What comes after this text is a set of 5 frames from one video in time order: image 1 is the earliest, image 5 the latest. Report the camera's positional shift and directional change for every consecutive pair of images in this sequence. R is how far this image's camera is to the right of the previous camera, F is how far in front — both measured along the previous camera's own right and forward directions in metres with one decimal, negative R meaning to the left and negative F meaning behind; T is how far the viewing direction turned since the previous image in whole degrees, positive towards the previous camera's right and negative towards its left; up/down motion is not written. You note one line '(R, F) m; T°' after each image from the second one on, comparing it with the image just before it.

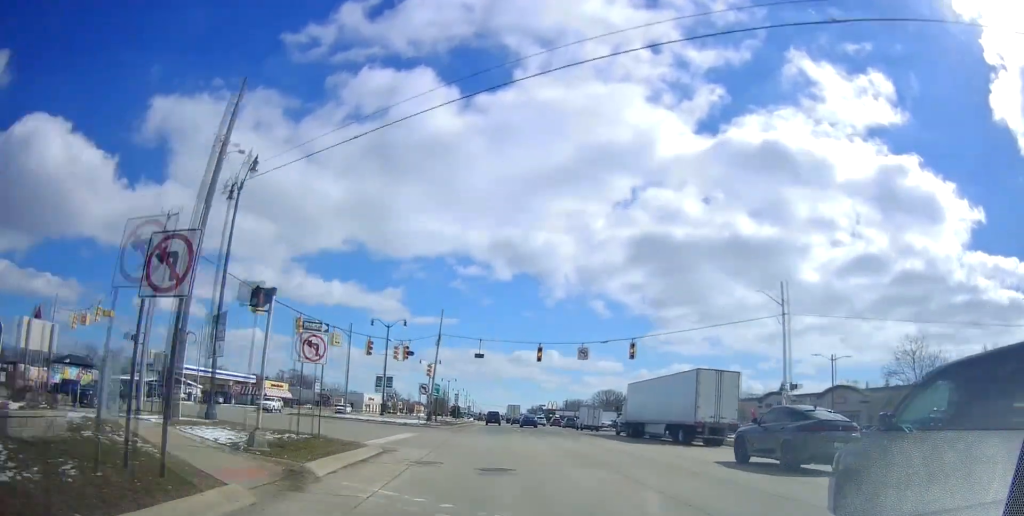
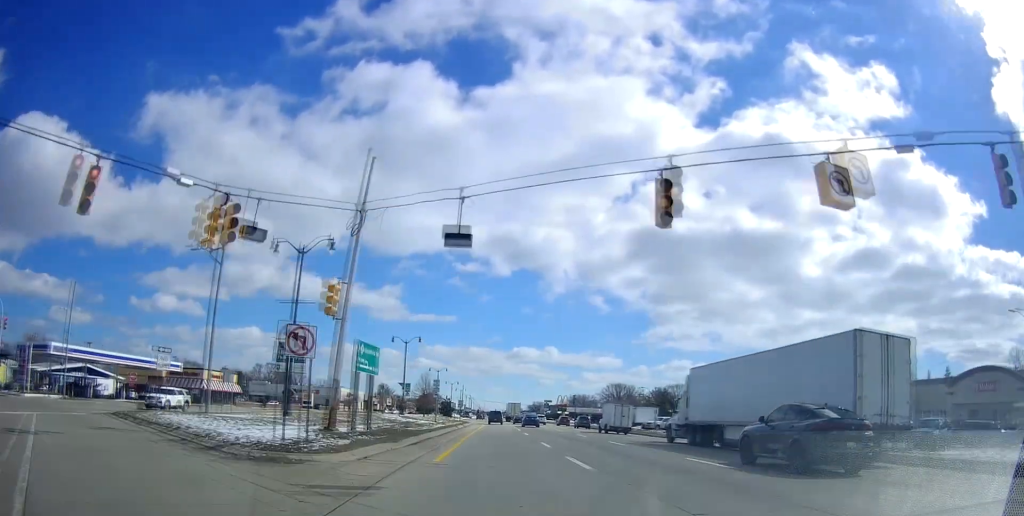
(+0.3, +31.0) m; 0°
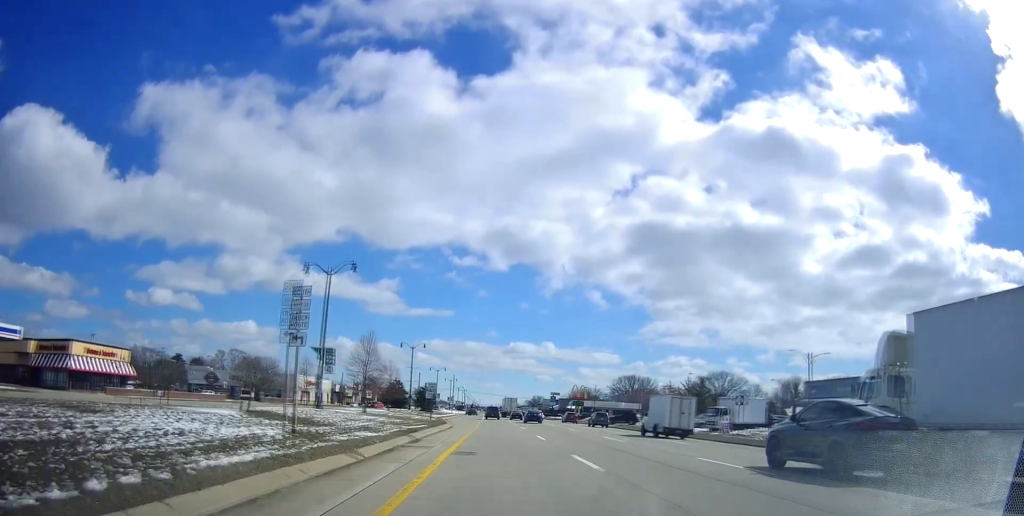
(-0.1, +37.4) m; +1°
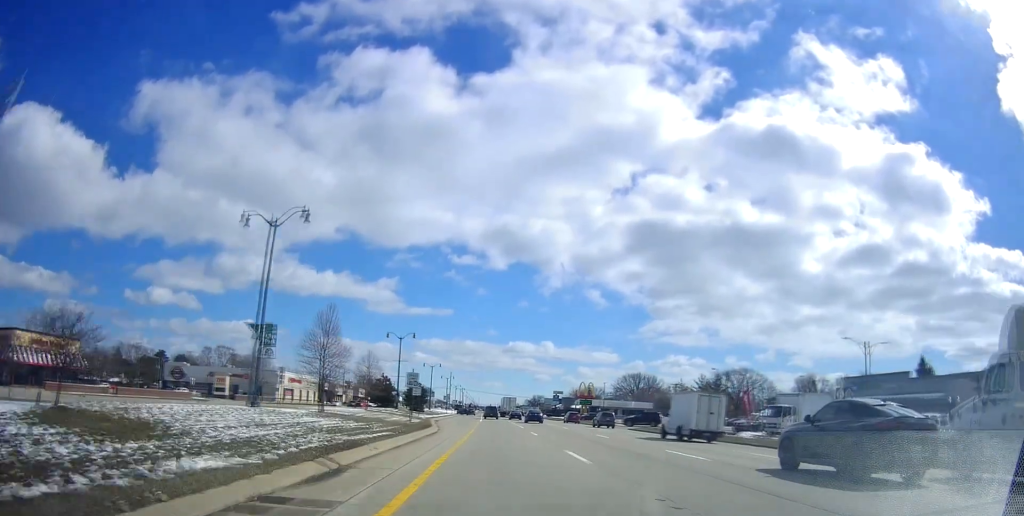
(0.0, +11.9) m; 0°
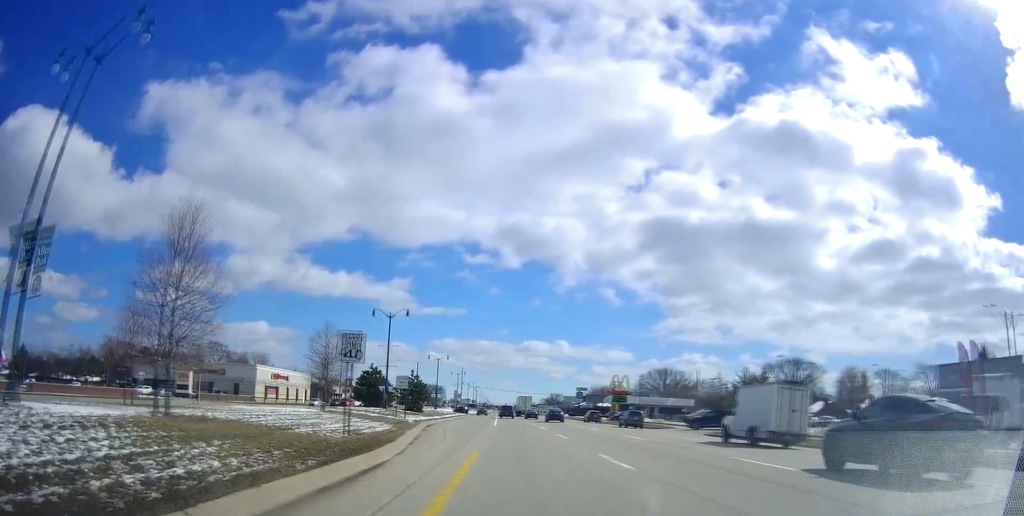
(-0.2, +19.5) m; -2°
